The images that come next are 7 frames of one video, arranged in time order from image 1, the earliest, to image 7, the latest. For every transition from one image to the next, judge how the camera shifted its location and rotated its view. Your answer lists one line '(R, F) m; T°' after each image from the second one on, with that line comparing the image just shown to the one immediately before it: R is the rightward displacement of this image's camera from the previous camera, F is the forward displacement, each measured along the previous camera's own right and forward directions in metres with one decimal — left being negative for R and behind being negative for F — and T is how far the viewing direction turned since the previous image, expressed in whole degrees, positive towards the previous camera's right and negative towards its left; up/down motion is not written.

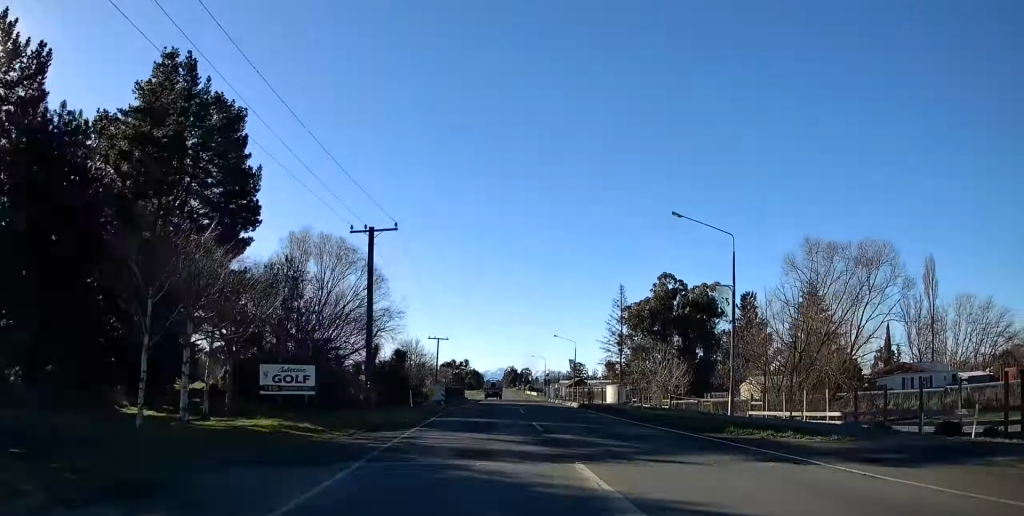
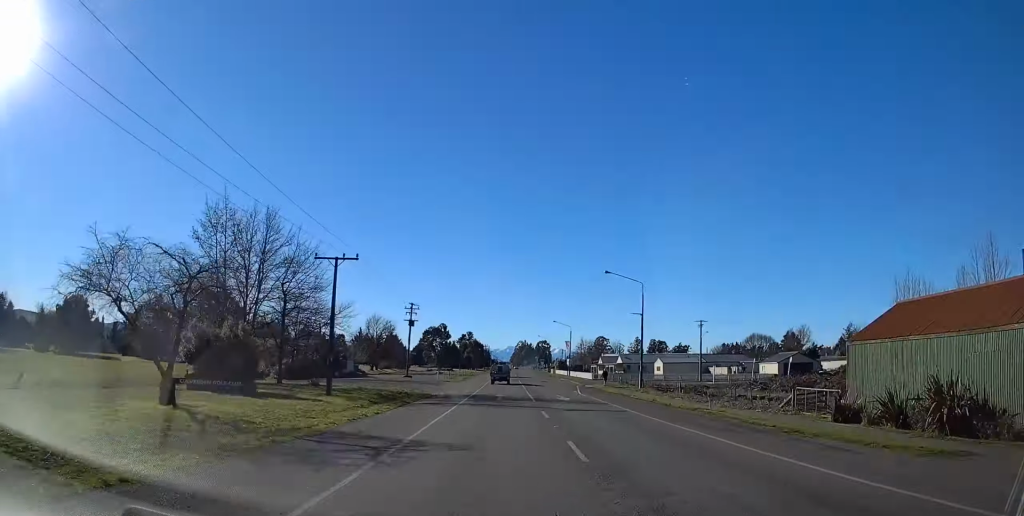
(-0.4, +108.7) m; -1°
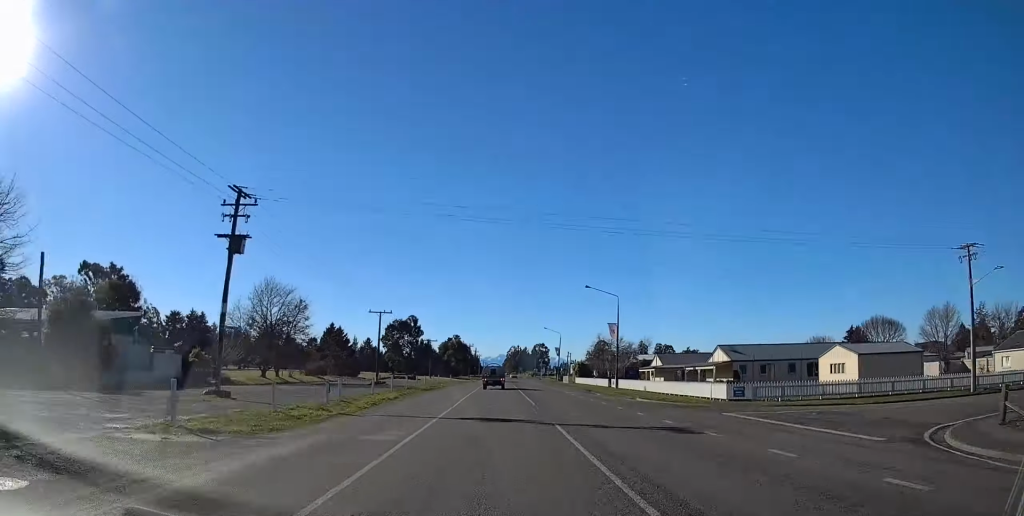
(-0.4, +57.0) m; 0°
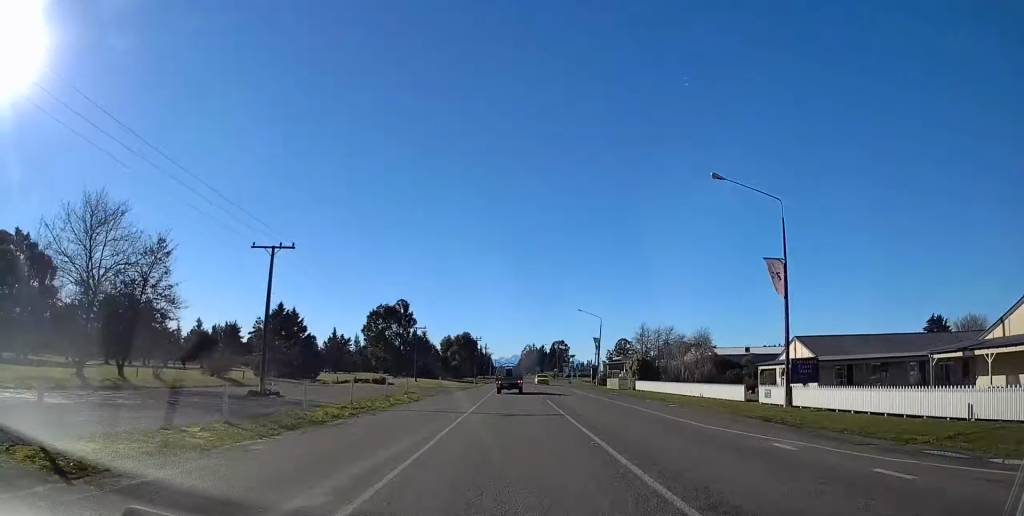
(+0.2, +38.8) m; +1°
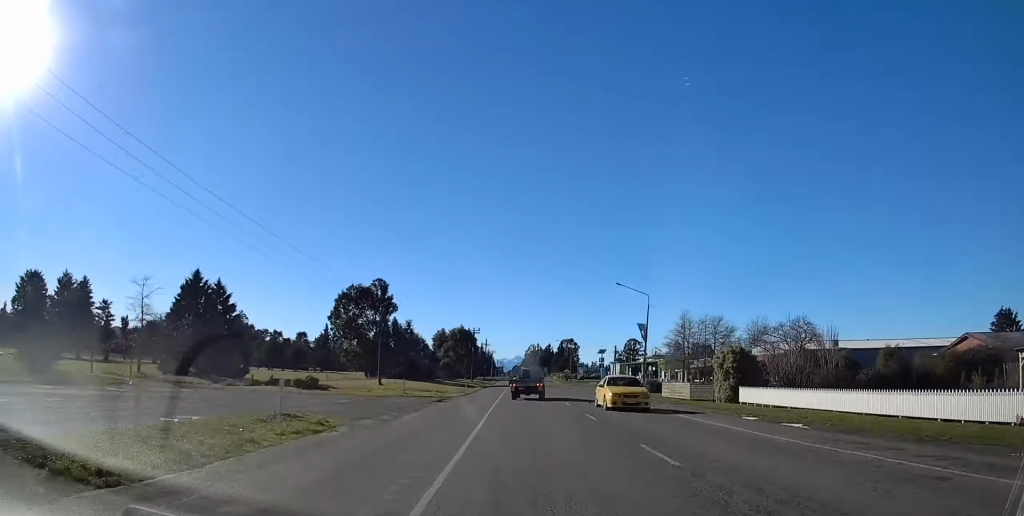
(-0.2, +30.2) m; +1°
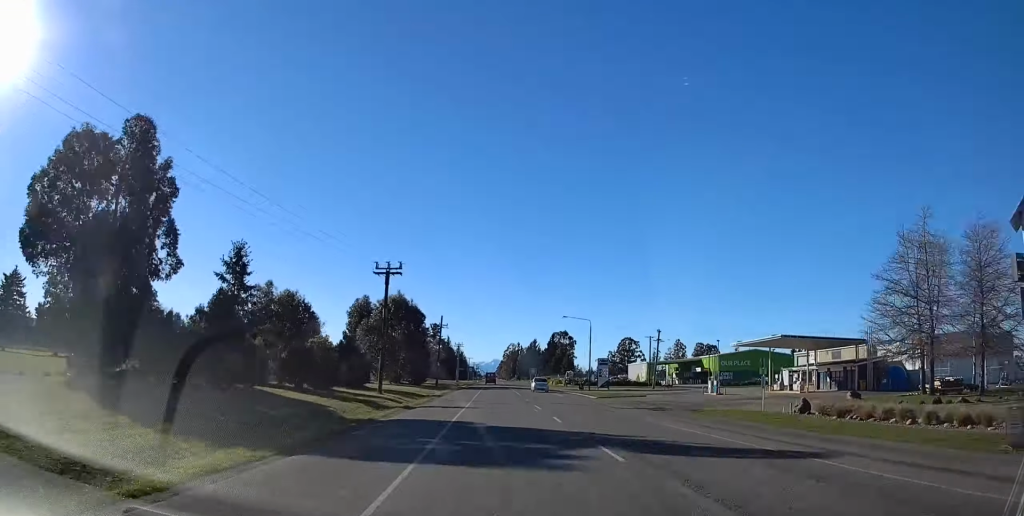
(+0.9, +75.5) m; 0°
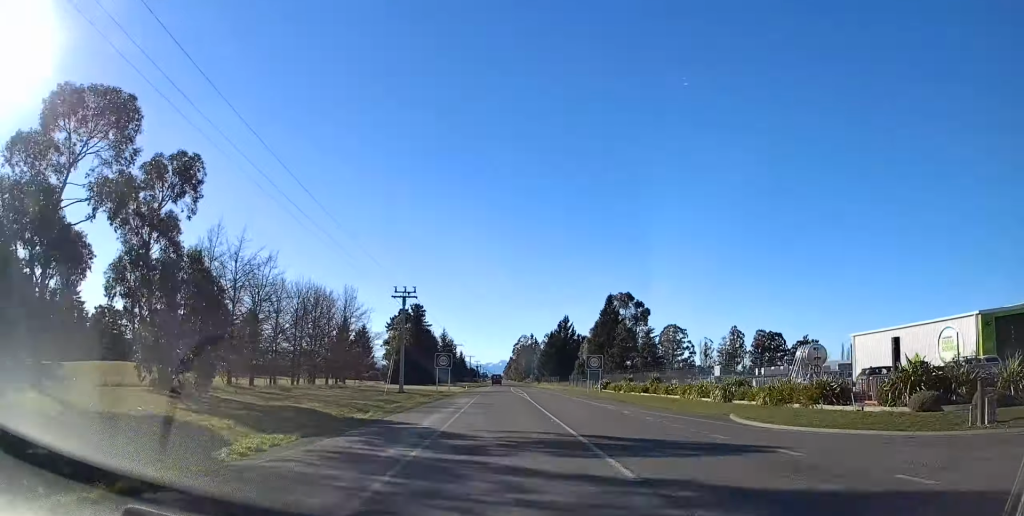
(-1.6, +110.2) m; -1°
